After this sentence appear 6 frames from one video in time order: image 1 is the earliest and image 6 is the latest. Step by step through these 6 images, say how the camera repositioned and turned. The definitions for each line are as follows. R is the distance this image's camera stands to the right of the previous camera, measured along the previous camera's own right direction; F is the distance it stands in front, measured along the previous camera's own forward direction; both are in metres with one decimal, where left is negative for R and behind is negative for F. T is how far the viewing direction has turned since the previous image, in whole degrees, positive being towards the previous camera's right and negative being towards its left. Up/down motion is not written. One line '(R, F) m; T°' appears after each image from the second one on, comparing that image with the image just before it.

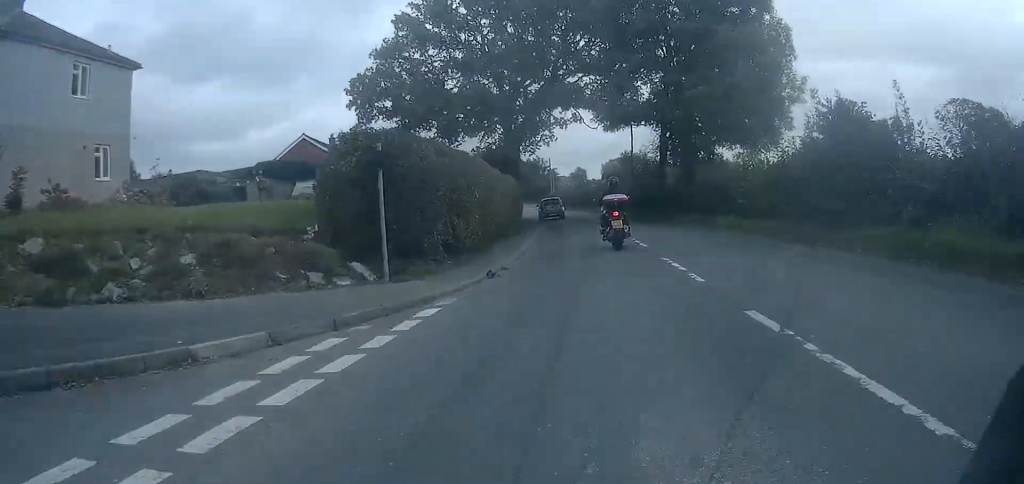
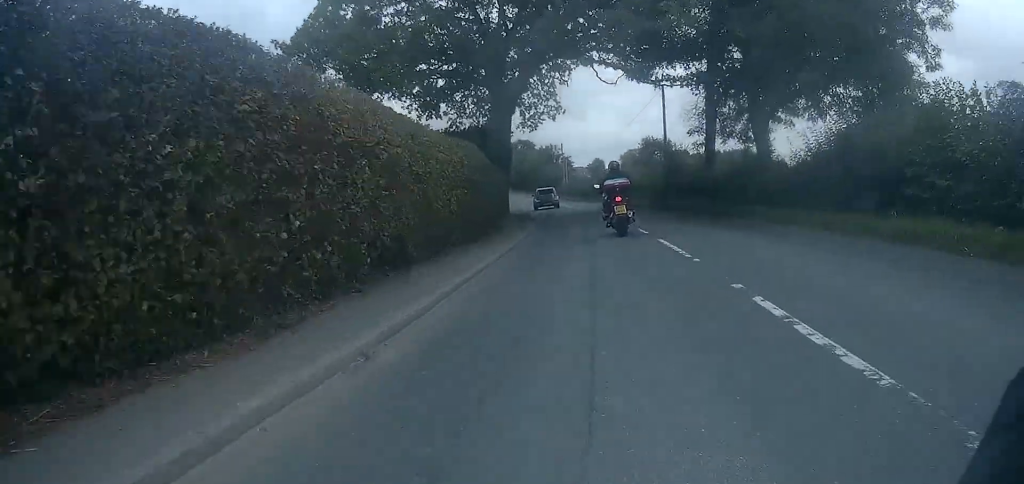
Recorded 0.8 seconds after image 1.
(-0.1, +12.3) m; -2°
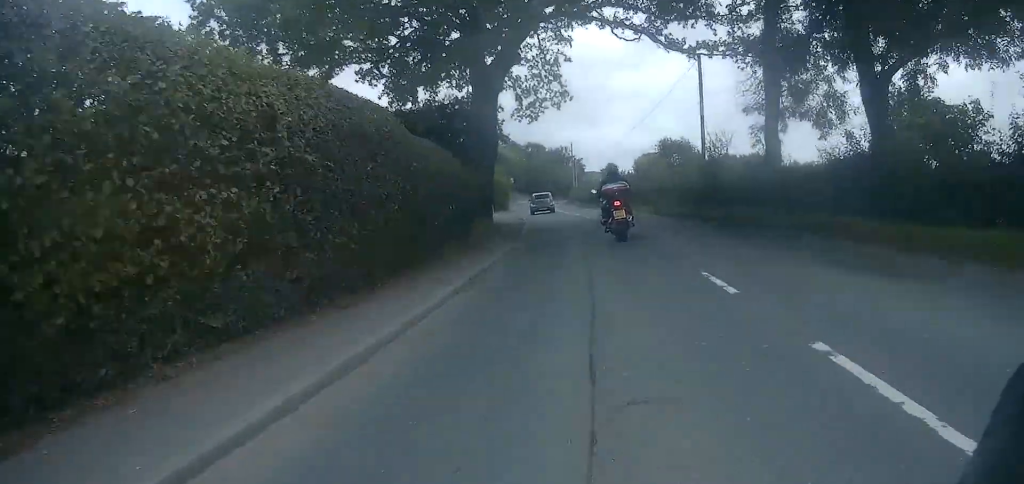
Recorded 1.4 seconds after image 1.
(-0.2, +8.6) m; -1°
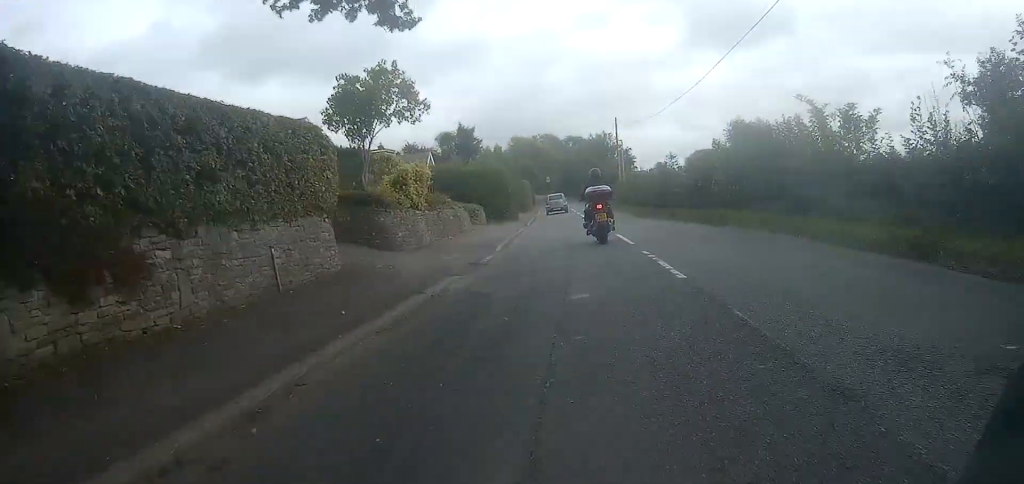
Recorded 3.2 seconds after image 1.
(-0.4, +23.7) m; -2°
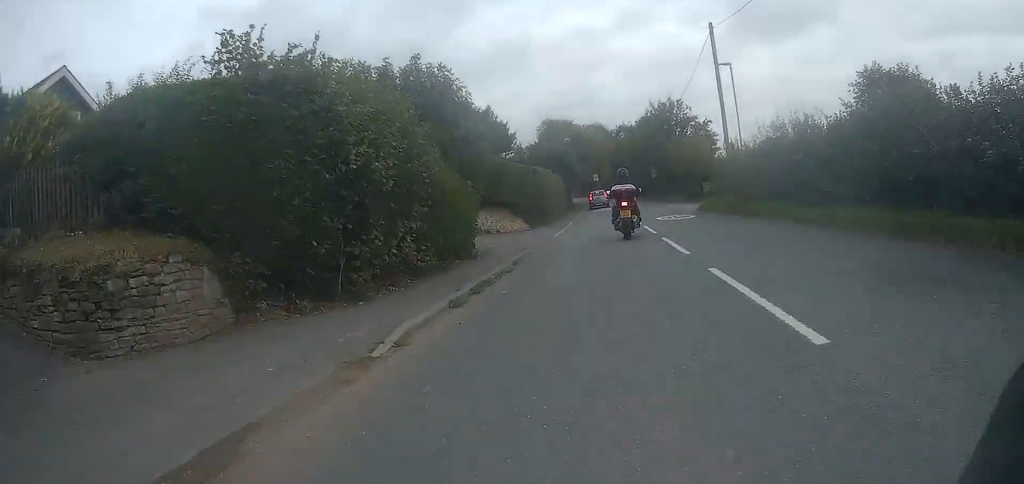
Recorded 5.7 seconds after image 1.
(-1.3, +28.8) m; -6°
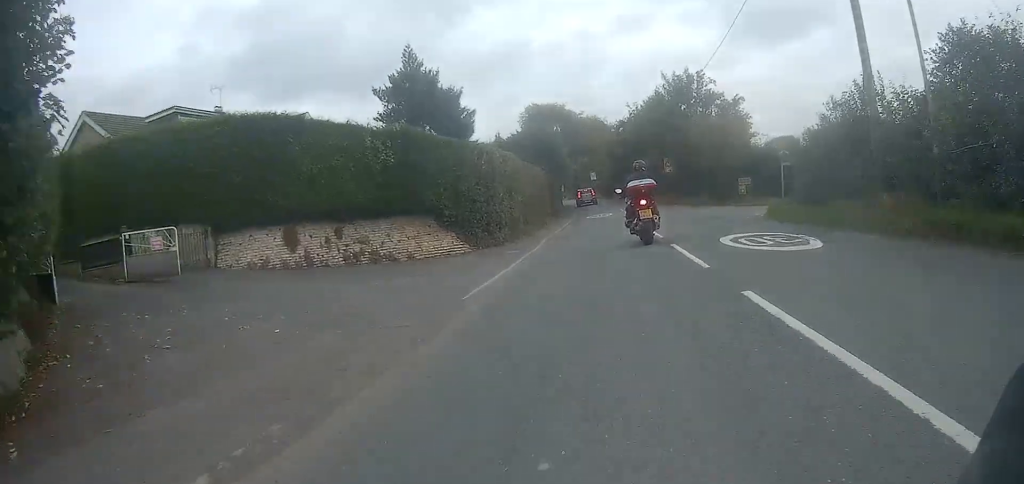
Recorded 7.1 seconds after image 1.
(-0.1, +14.1) m; 0°
